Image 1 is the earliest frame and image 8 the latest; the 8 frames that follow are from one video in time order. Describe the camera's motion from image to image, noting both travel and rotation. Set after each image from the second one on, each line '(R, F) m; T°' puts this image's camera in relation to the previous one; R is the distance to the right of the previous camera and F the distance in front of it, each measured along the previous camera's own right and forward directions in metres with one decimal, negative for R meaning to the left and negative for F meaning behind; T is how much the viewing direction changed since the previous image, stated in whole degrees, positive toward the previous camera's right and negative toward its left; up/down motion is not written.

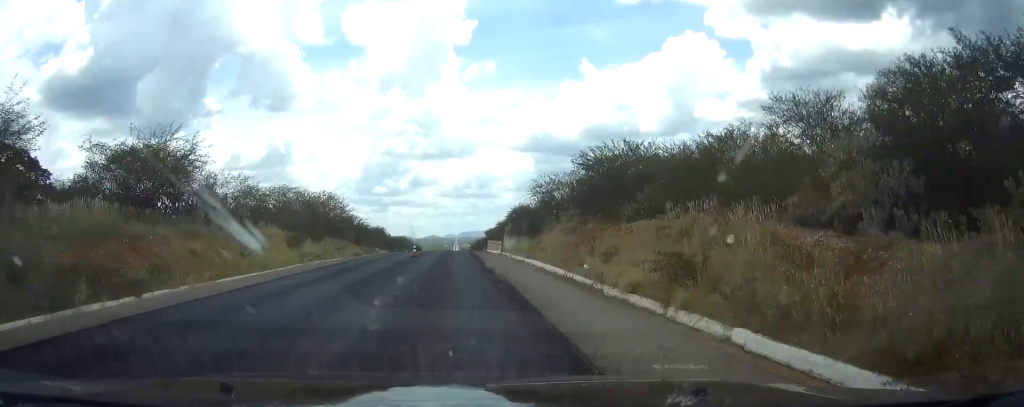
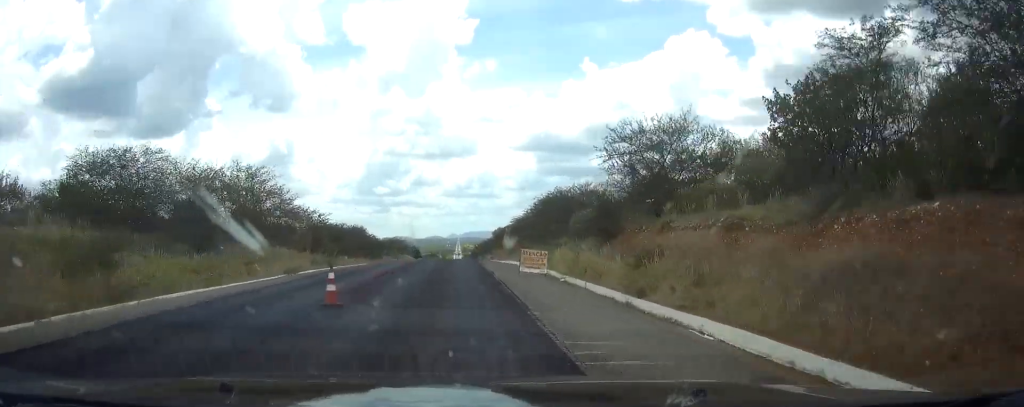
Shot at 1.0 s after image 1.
(0.0, +26.6) m; 0°
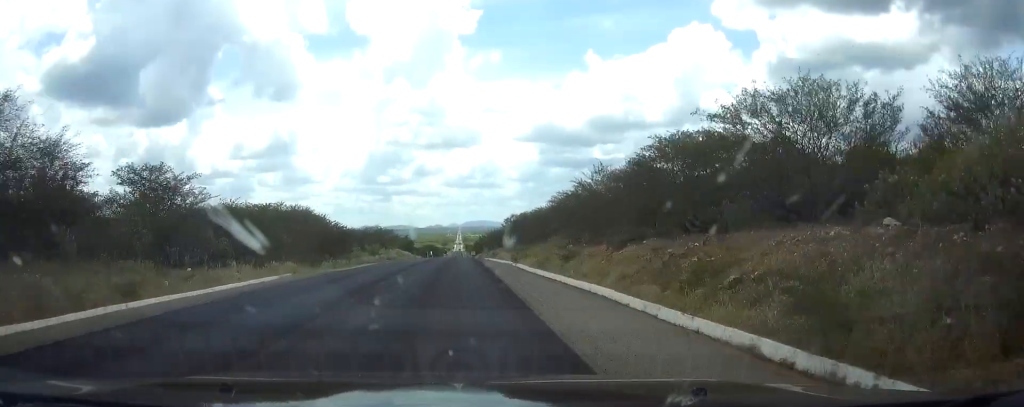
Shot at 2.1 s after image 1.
(0.0, +31.7) m; 0°
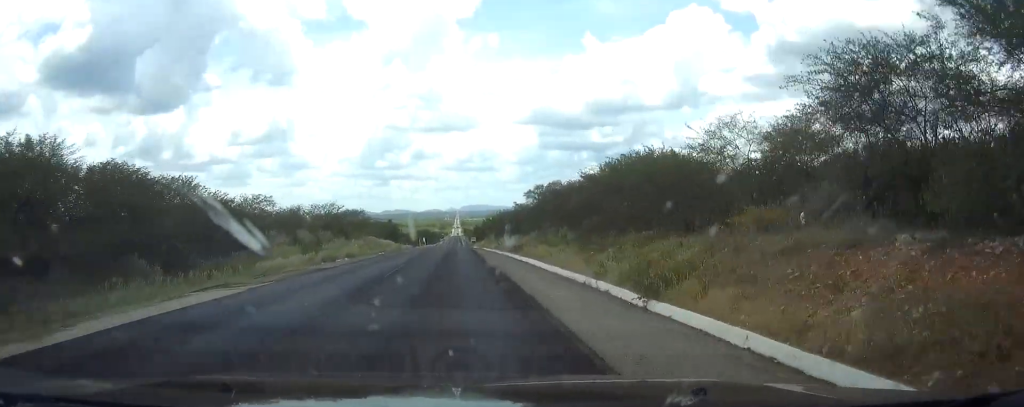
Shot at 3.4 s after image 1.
(-0.1, +35.1) m; 0°
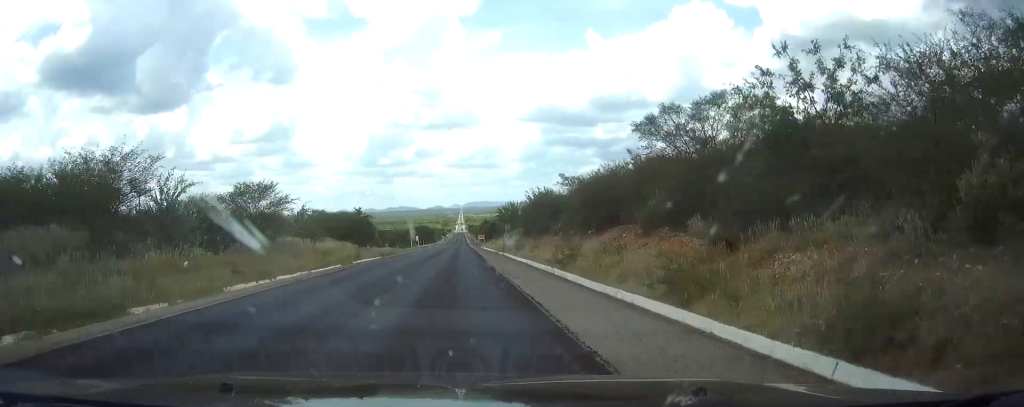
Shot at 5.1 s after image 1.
(+0.2, +43.5) m; 0°
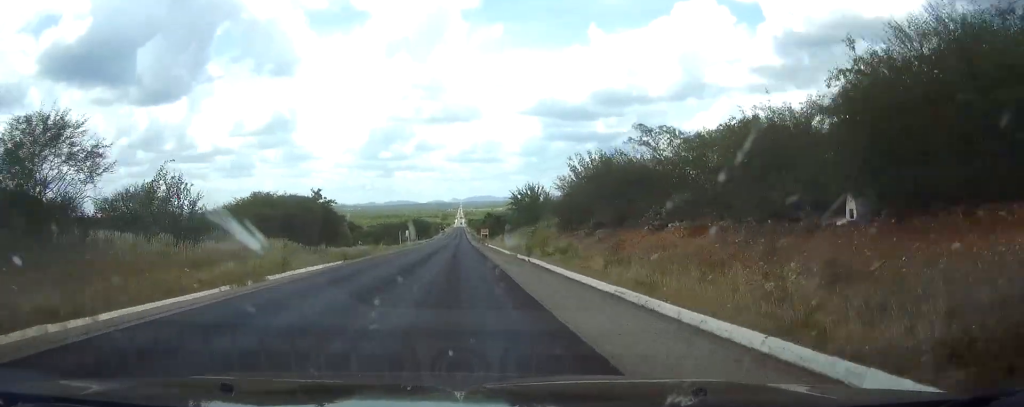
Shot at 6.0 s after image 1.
(-0.2, +24.1) m; 0°
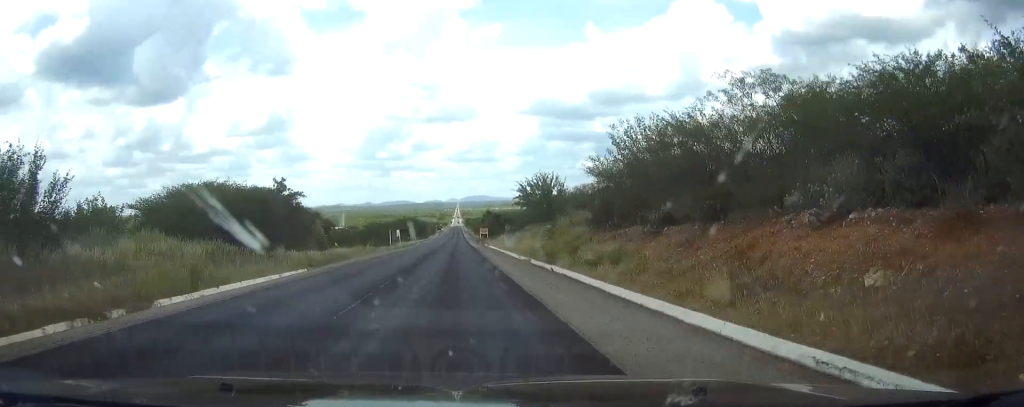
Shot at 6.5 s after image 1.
(0.0, +11.7) m; 0°
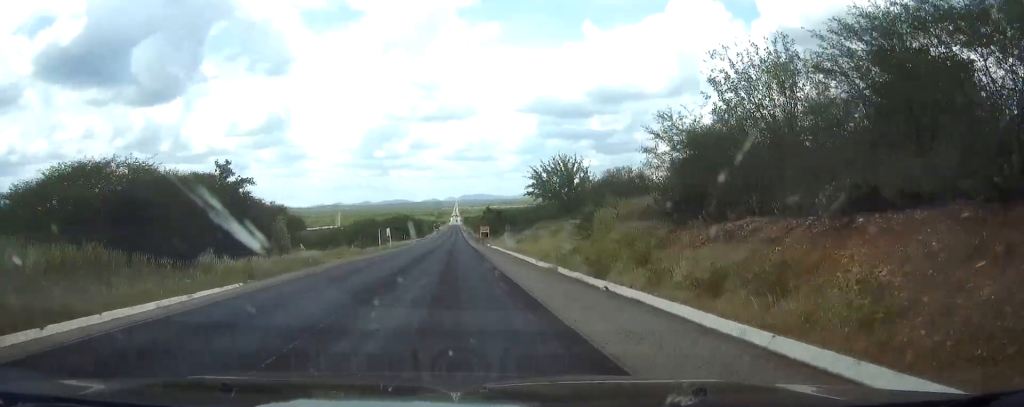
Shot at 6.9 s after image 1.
(+0.1, +11.8) m; 0°
